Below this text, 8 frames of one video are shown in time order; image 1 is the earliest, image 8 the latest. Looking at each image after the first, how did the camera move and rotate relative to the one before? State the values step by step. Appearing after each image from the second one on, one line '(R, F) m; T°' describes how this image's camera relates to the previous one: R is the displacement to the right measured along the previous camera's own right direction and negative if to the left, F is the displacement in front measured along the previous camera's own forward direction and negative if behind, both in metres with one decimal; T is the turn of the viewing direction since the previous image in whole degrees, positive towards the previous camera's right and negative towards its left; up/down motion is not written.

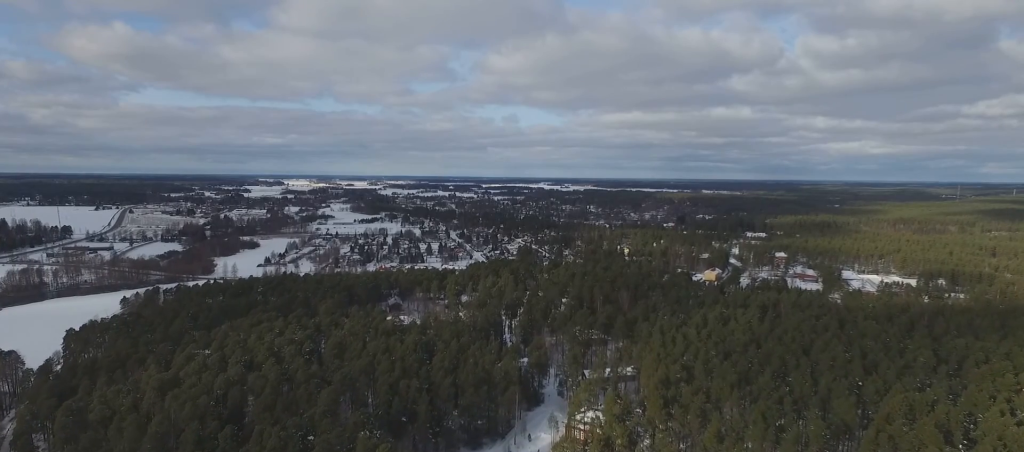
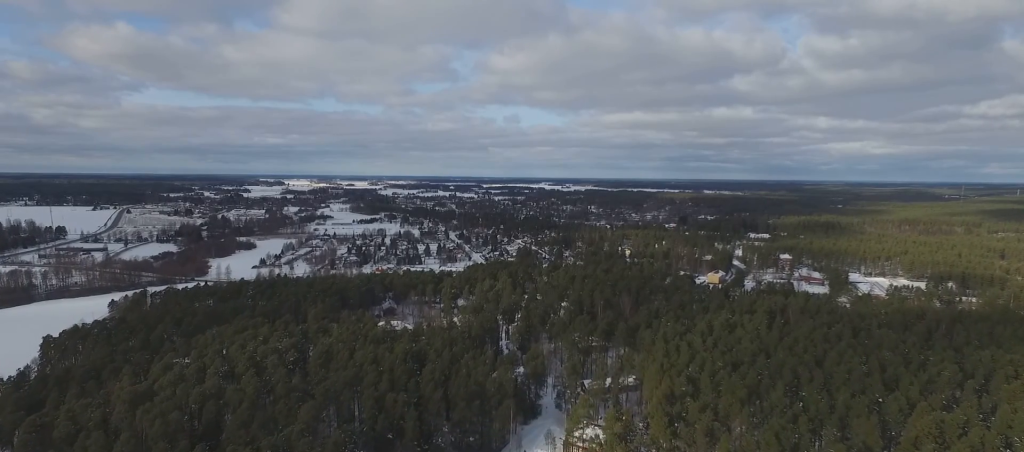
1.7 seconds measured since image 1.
(0.0, +14.4) m; 0°
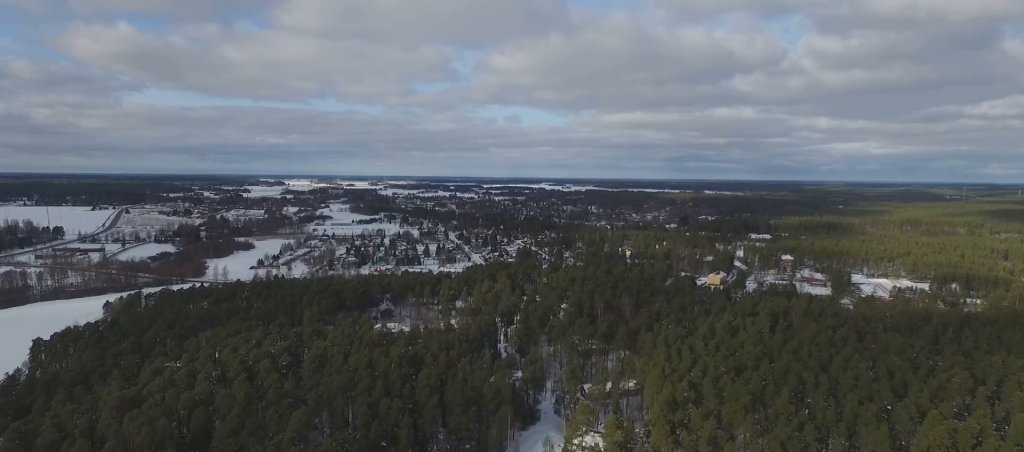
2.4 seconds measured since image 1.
(0.0, +5.5) m; 0°
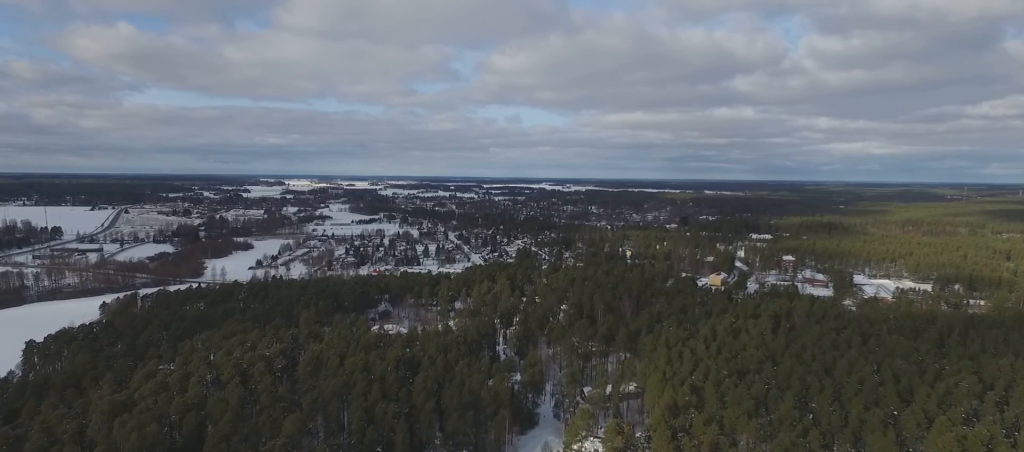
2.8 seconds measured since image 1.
(0.0, +3.8) m; 0°
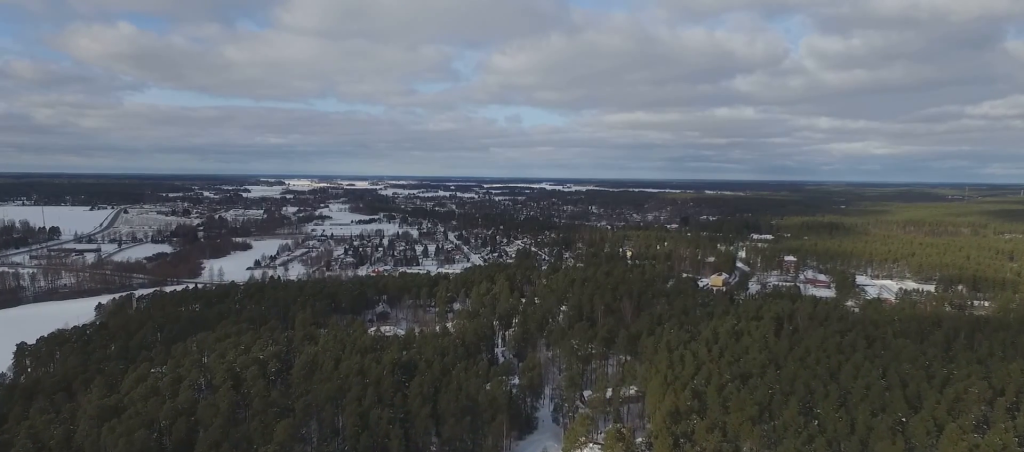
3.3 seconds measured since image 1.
(0.0, +4.5) m; 0°
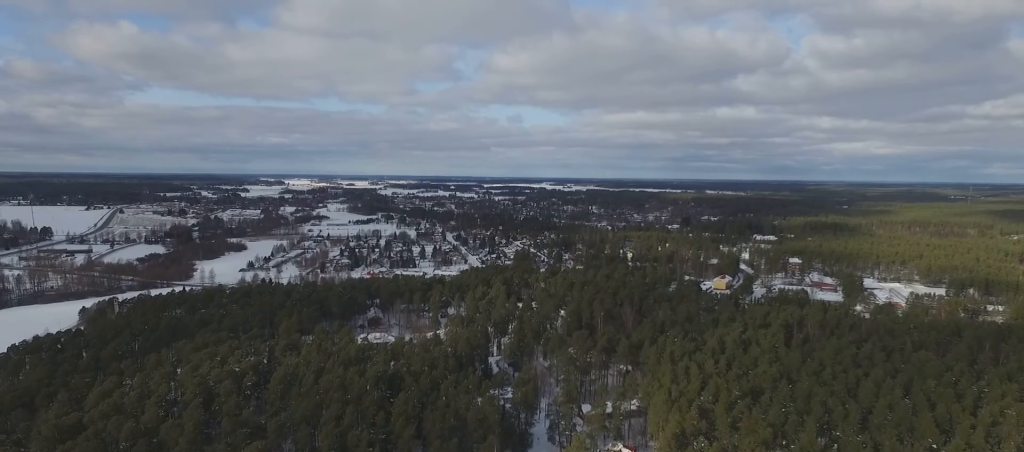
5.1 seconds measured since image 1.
(0.0, +15.5) m; 0°
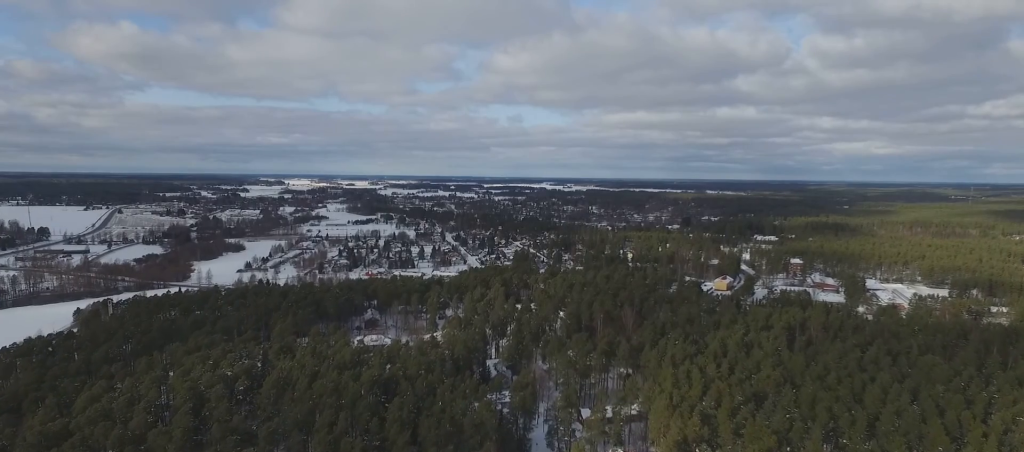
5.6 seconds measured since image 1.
(0.0, +4.7) m; 0°
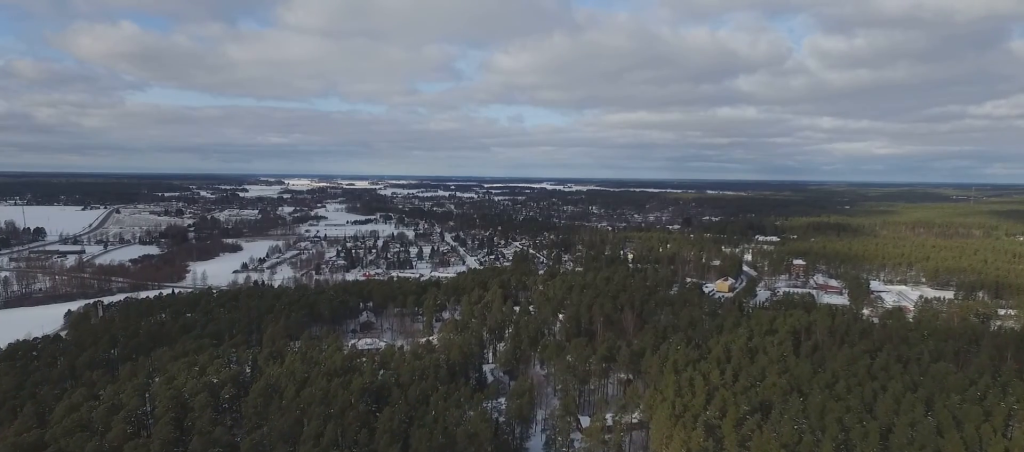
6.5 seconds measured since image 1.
(0.0, +8.0) m; 0°
